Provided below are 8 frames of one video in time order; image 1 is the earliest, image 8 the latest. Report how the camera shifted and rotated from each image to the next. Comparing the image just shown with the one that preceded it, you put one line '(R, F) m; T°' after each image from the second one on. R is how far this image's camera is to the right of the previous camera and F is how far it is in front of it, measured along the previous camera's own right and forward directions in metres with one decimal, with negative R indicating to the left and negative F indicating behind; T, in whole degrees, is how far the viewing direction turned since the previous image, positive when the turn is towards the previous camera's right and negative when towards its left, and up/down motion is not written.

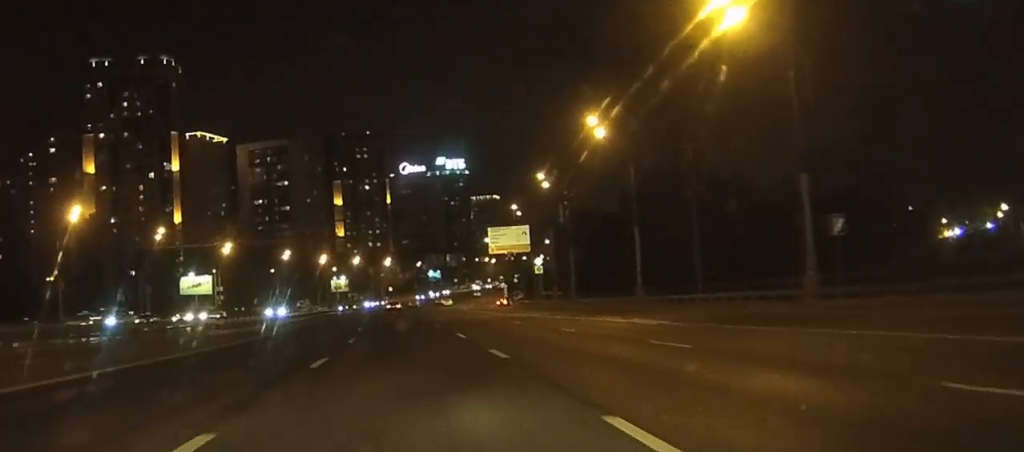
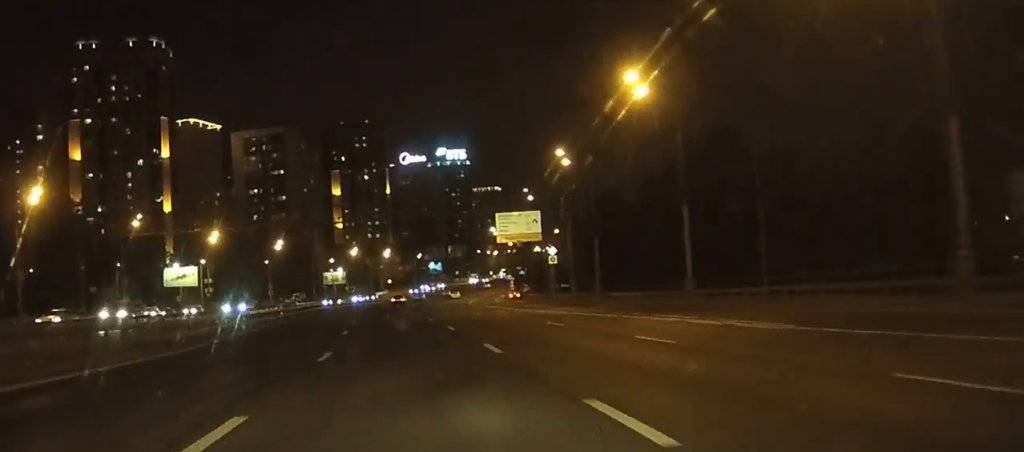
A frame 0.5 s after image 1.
(0.0, +10.6) m; 0°
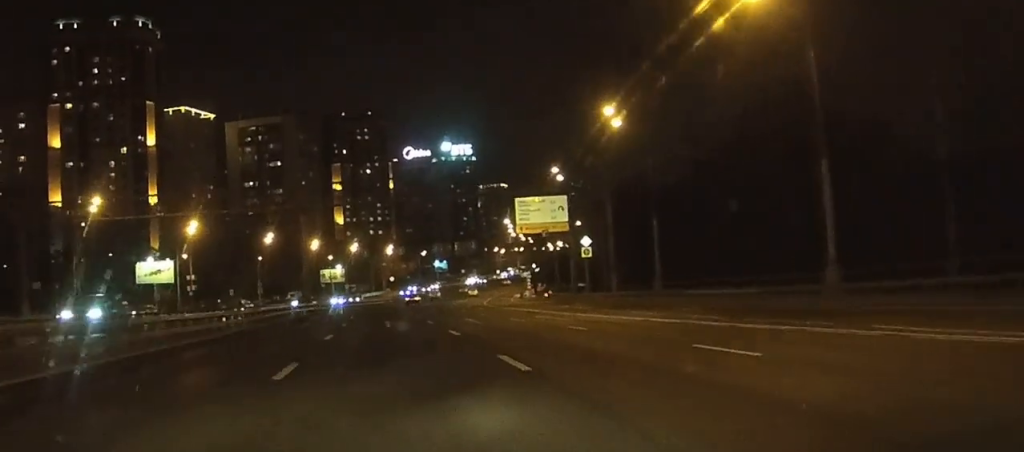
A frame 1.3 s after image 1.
(-0.1, +16.9) m; 0°
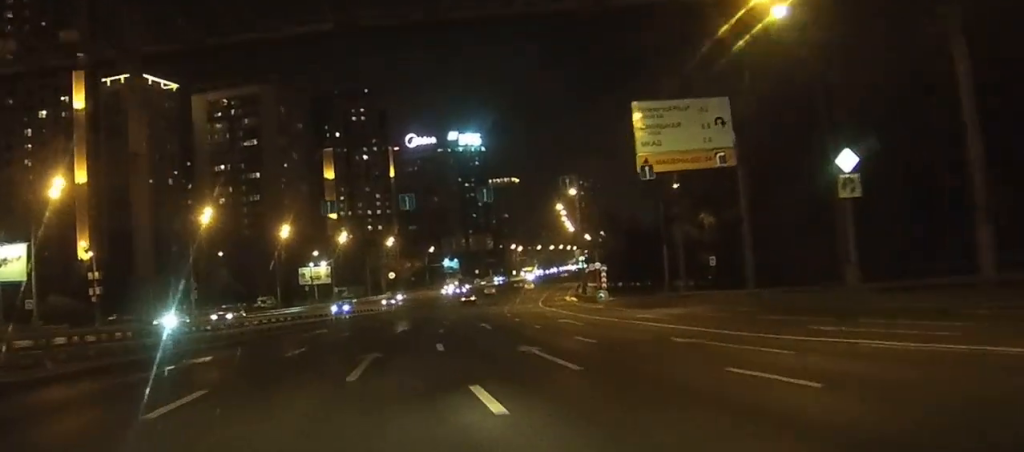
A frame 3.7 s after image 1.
(0.0, +51.1) m; +1°
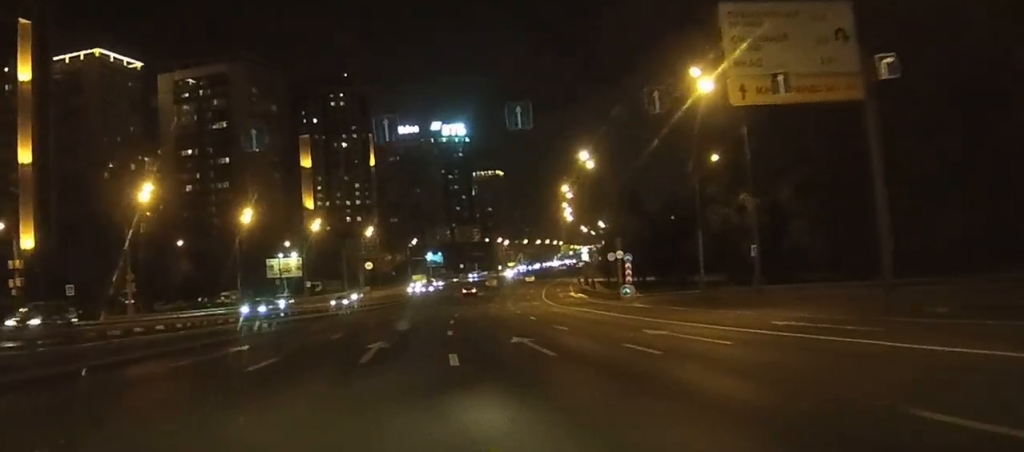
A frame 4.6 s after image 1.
(+0.2, +17.4) m; +2°
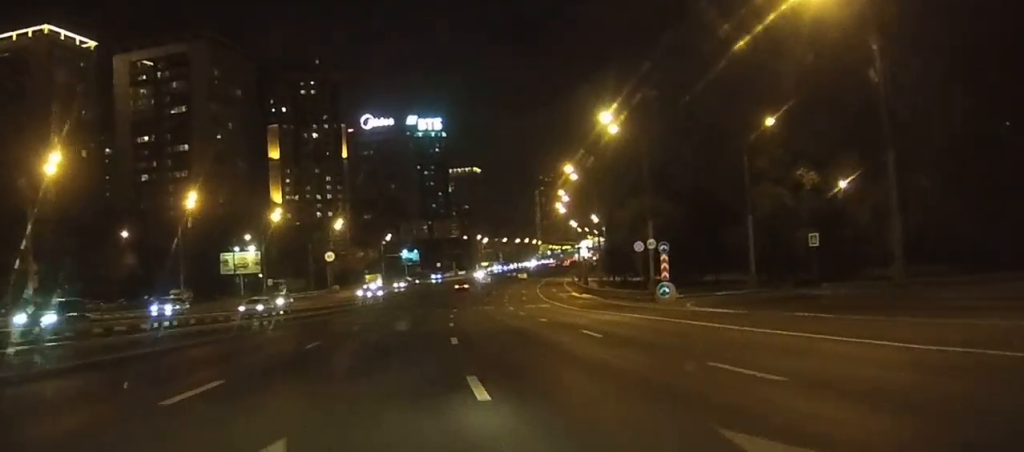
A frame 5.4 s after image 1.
(+0.3, +17.4) m; +2°
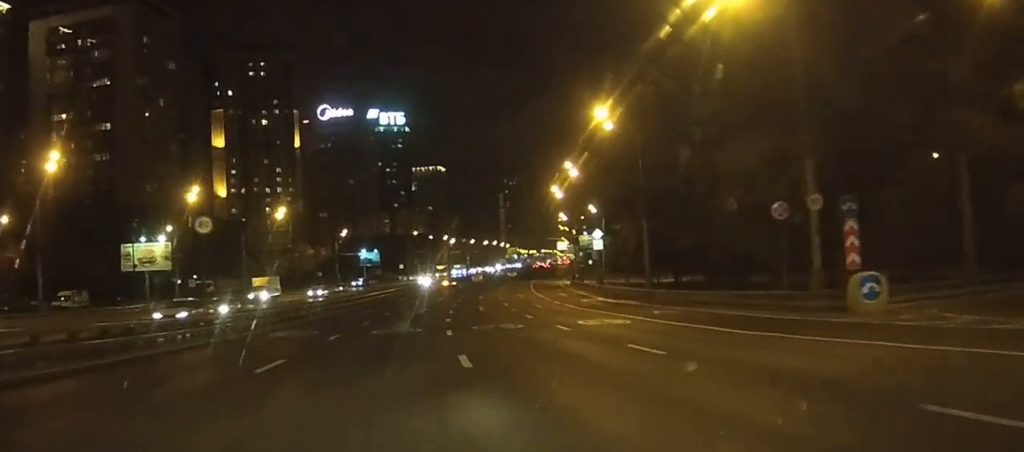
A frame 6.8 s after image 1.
(+0.8, +29.8) m; +2°
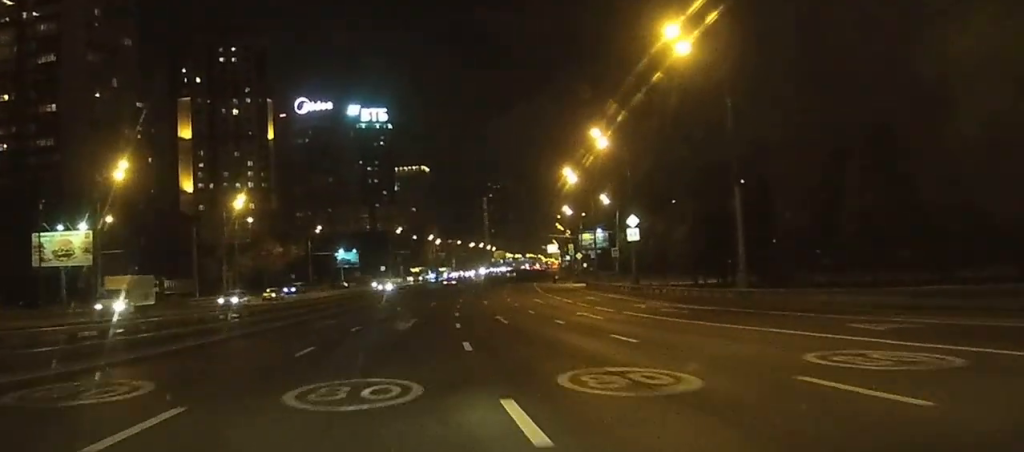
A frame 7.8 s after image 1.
(0.0, +20.1) m; +1°
